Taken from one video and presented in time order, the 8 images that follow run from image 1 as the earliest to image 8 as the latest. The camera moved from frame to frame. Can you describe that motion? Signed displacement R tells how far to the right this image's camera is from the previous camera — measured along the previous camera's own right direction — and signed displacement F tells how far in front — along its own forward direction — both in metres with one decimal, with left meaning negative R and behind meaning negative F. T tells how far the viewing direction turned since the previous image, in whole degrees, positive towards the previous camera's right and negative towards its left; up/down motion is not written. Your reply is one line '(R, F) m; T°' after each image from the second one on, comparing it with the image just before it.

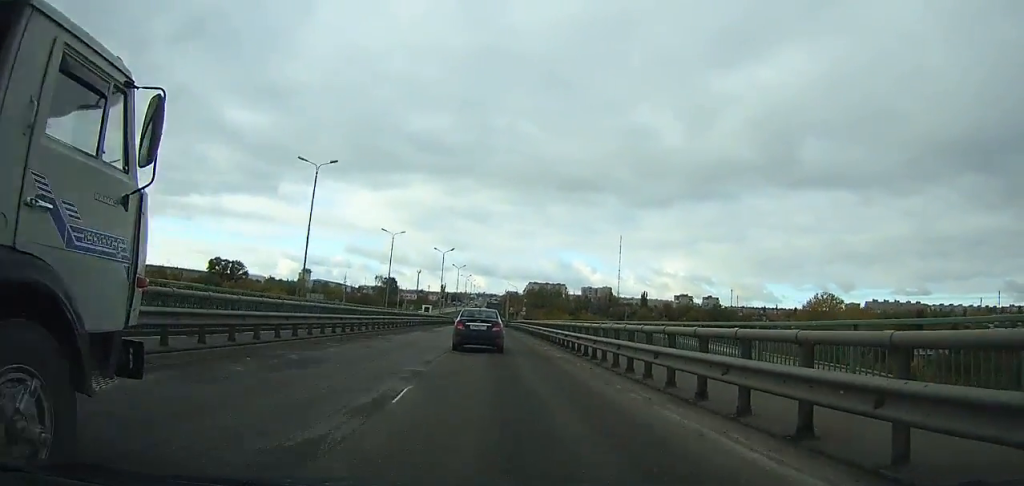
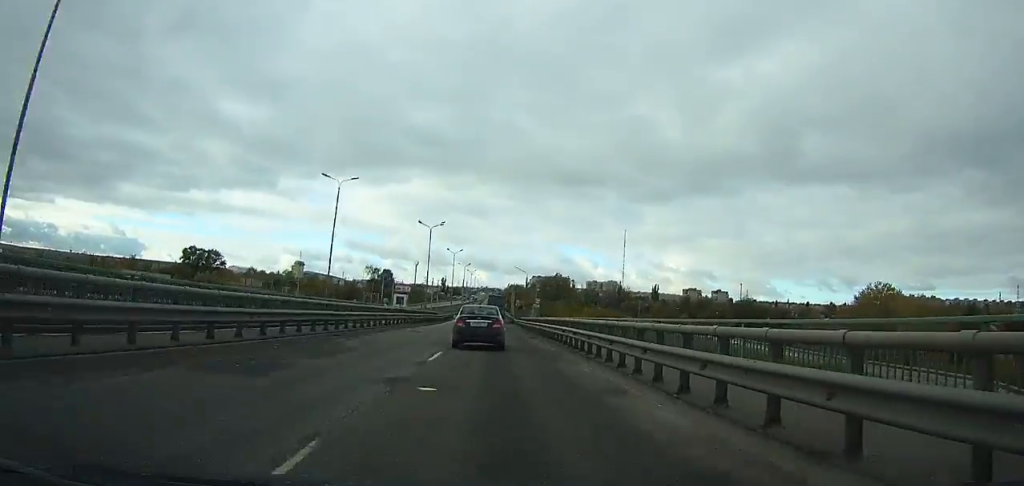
(+0.2, +27.7) m; 0°
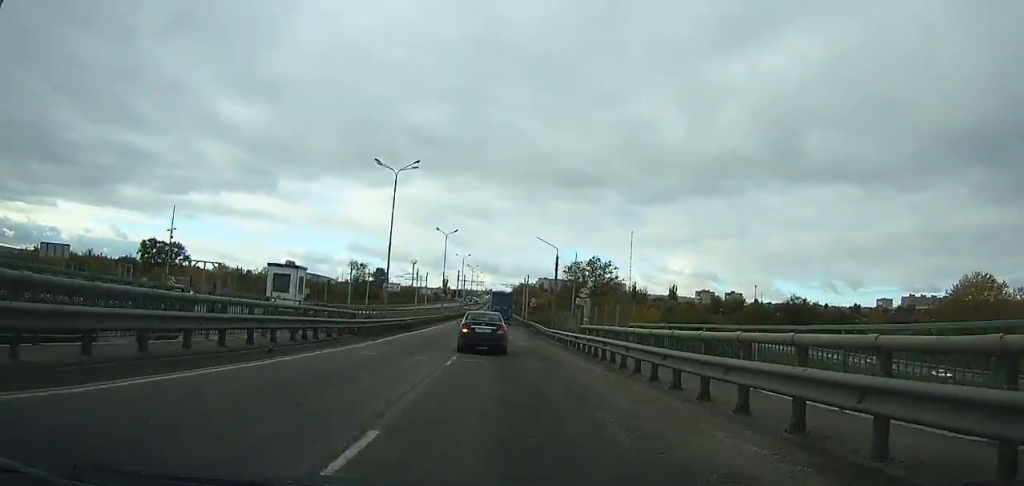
(+0.2, +38.0) m; 0°
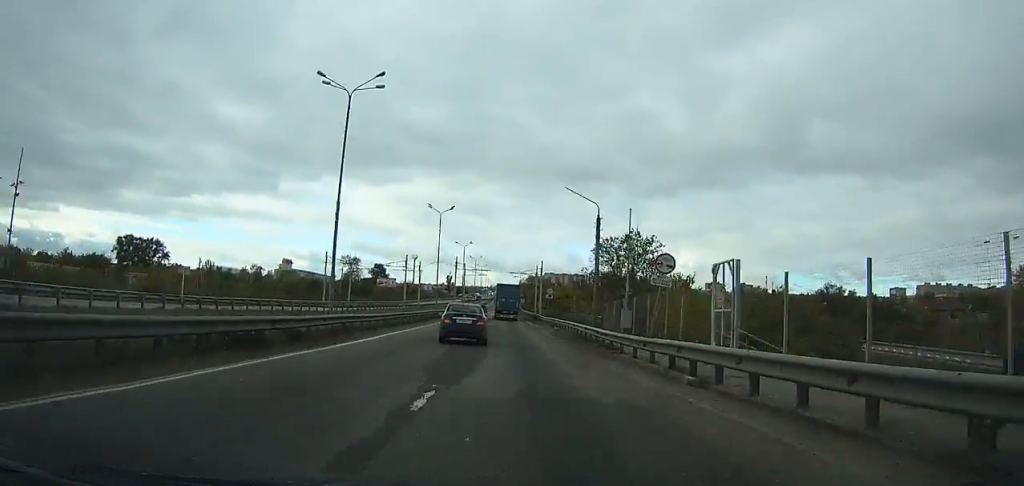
(+0.2, +19.6) m; -1°
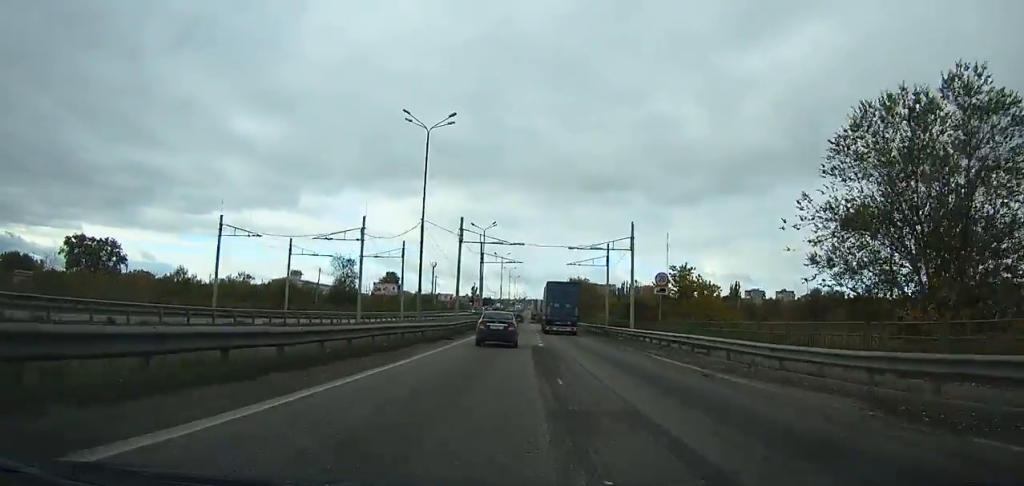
(-1.0, +41.4) m; -1°
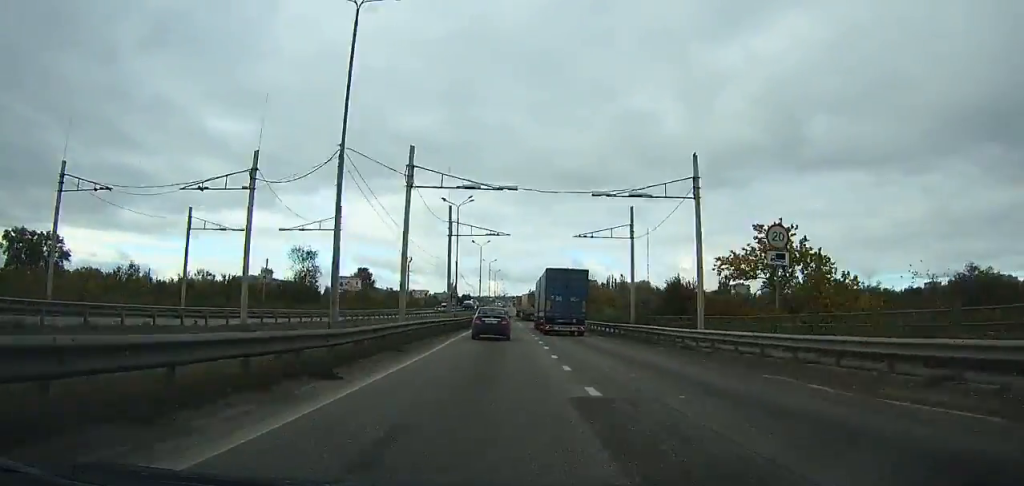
(-0.1, +16.8) m; 0°
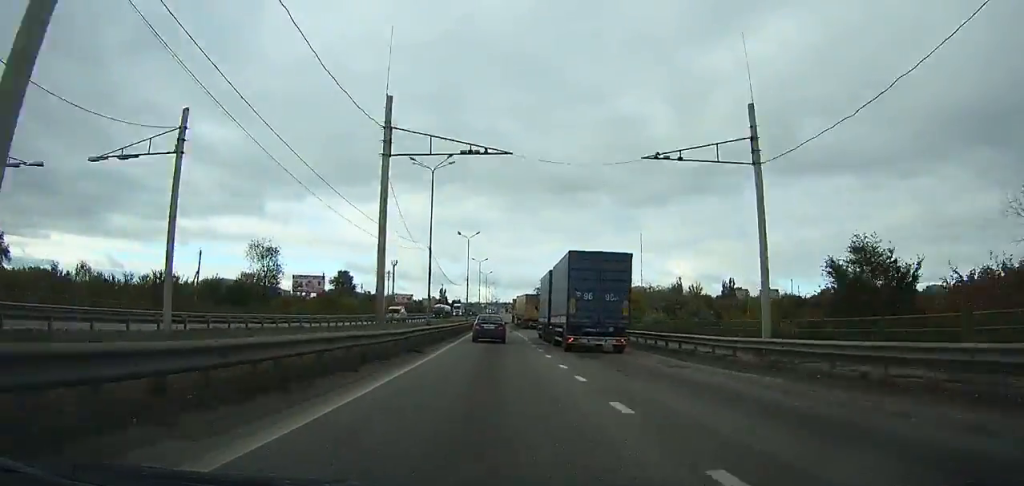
(0.0, +20.3) m; 0°
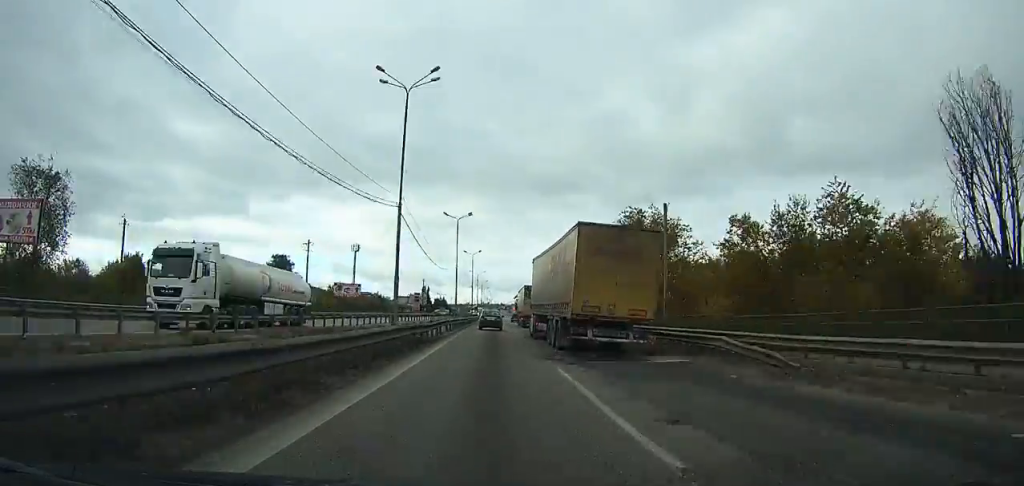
(+1.0, +64.4) m; +2°
